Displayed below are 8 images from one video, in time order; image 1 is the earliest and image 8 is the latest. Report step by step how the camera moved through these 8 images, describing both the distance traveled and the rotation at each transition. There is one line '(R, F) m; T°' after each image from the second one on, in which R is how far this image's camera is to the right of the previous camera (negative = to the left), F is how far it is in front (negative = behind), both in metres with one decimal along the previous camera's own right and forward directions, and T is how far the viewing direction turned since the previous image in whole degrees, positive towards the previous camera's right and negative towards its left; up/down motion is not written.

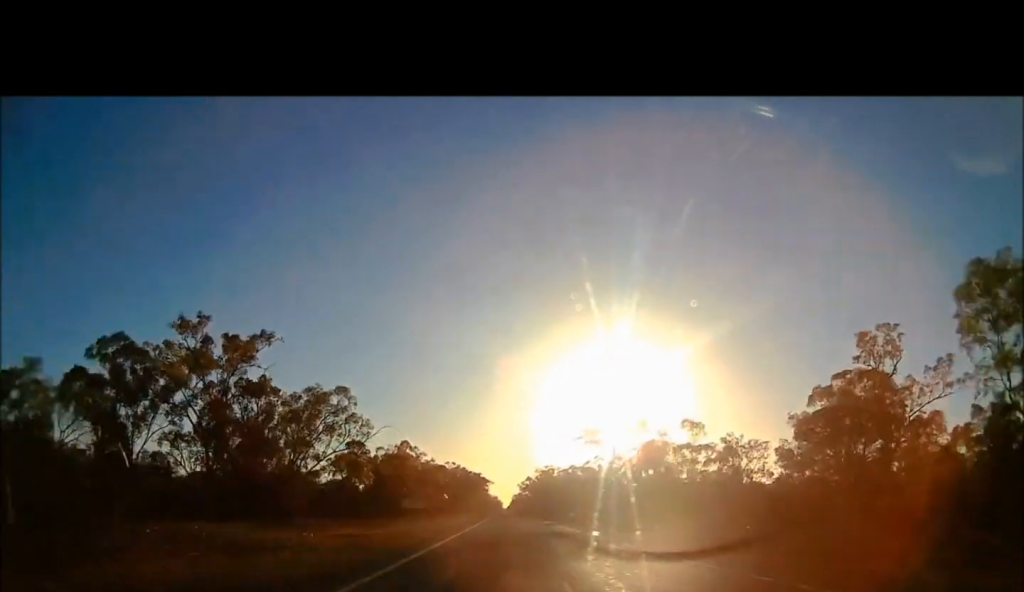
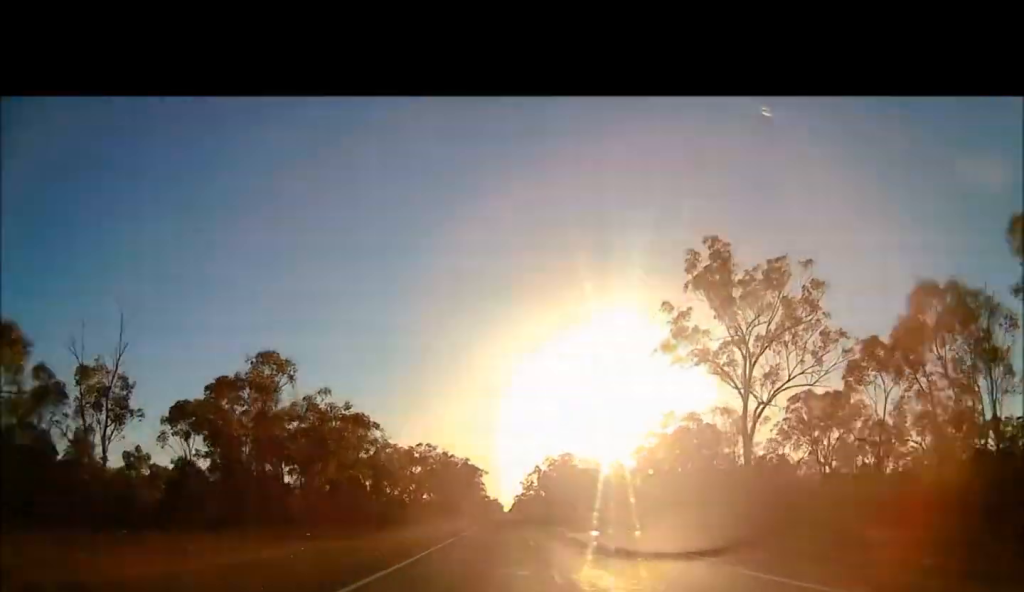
(+0.1, +58.3) m; +2°
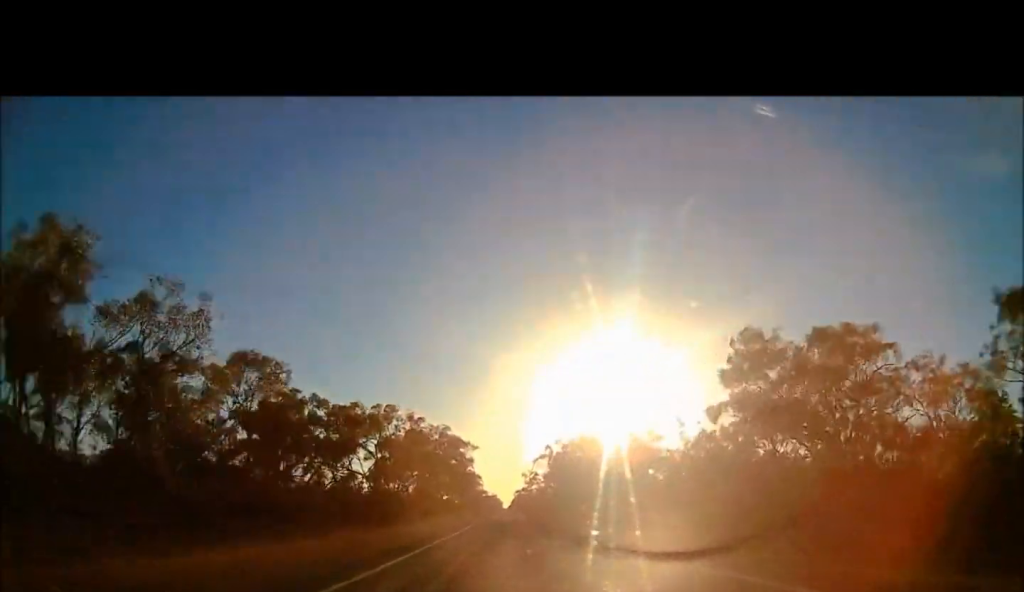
(+1.4, +42.6) m; 0°
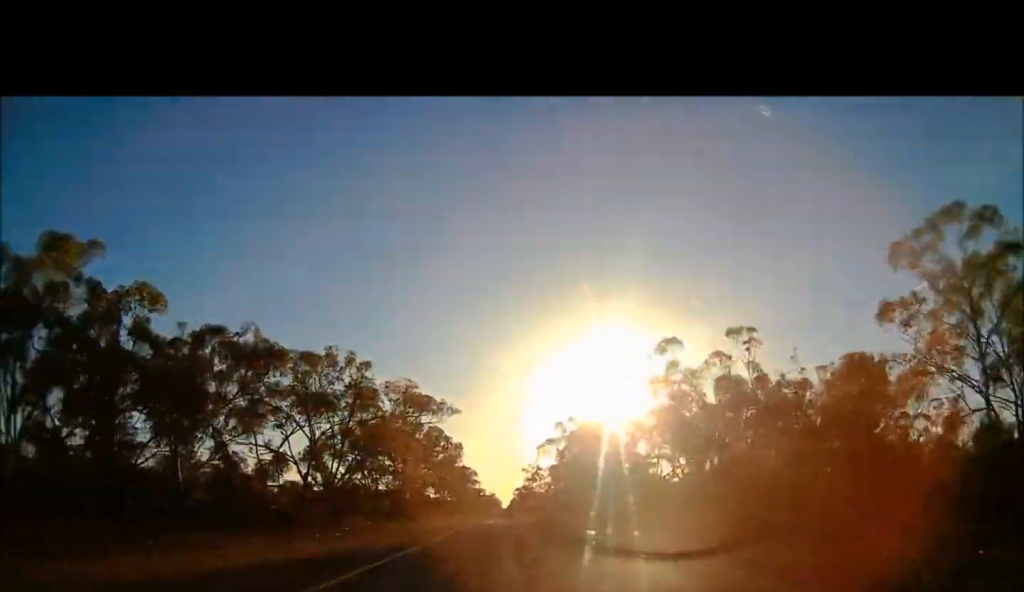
(-1.1, +25.7) m; -2°
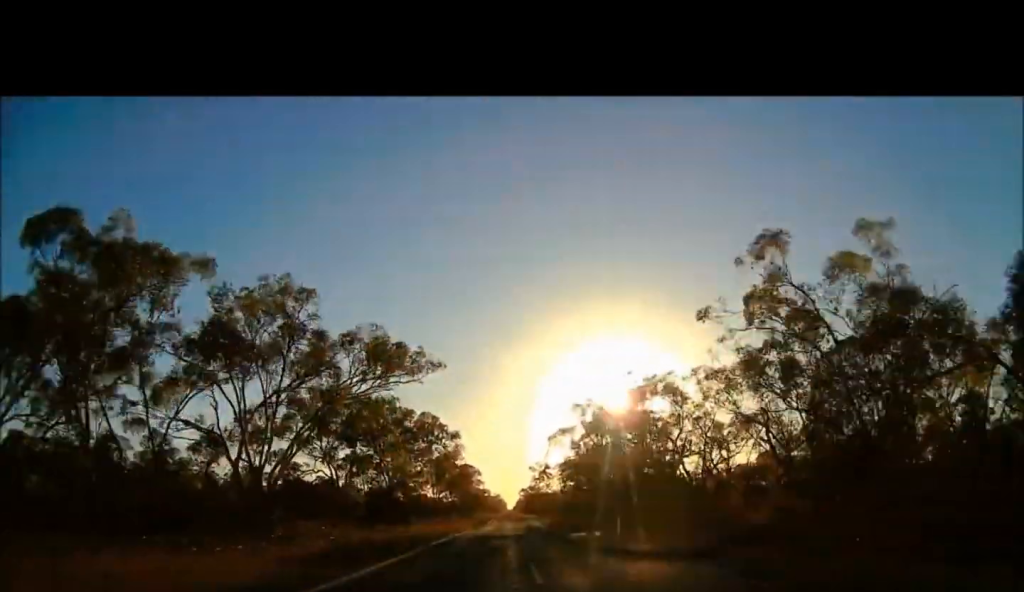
(-0.2, +14.8) m; -1°
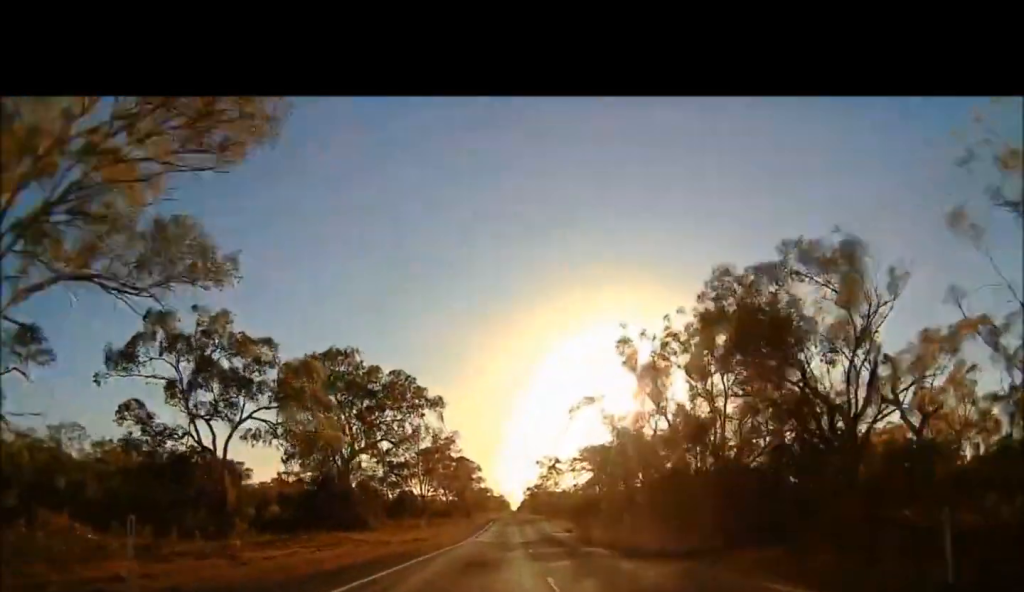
(0.0, +24.1) m; 0°
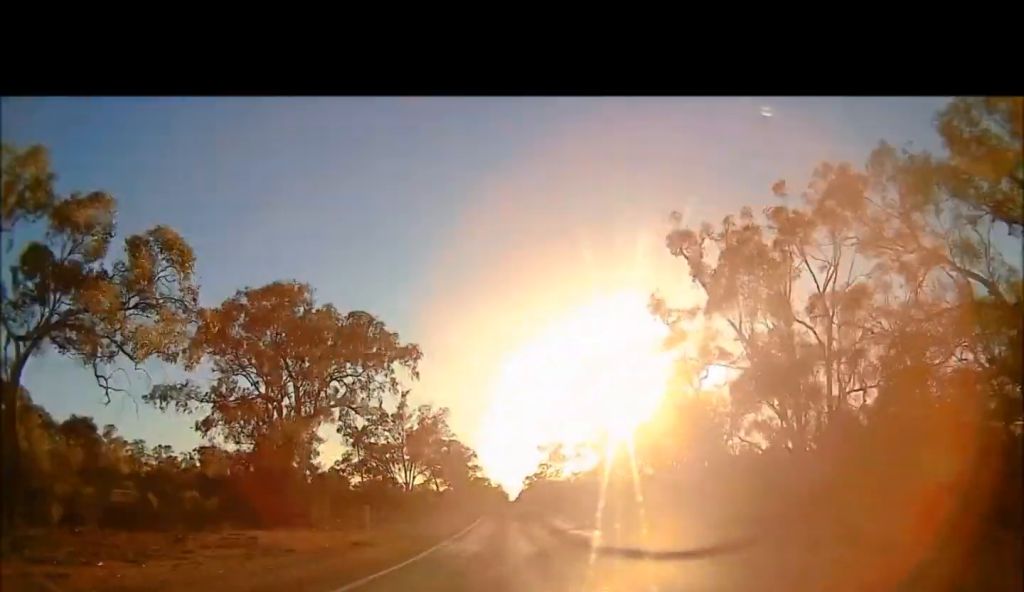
(0.0, +14.2) m; 0°
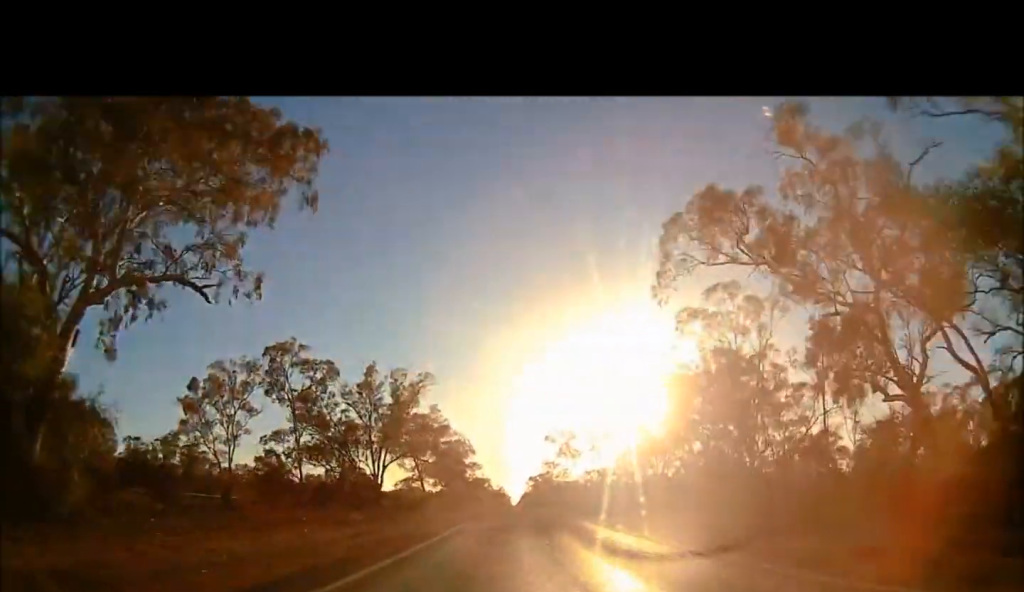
(0.0, +23.4) m; 0°
